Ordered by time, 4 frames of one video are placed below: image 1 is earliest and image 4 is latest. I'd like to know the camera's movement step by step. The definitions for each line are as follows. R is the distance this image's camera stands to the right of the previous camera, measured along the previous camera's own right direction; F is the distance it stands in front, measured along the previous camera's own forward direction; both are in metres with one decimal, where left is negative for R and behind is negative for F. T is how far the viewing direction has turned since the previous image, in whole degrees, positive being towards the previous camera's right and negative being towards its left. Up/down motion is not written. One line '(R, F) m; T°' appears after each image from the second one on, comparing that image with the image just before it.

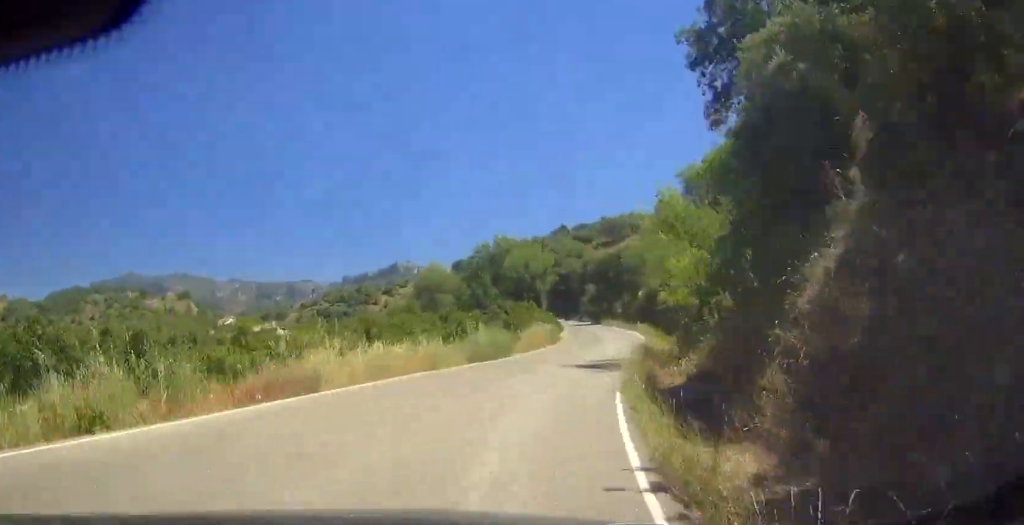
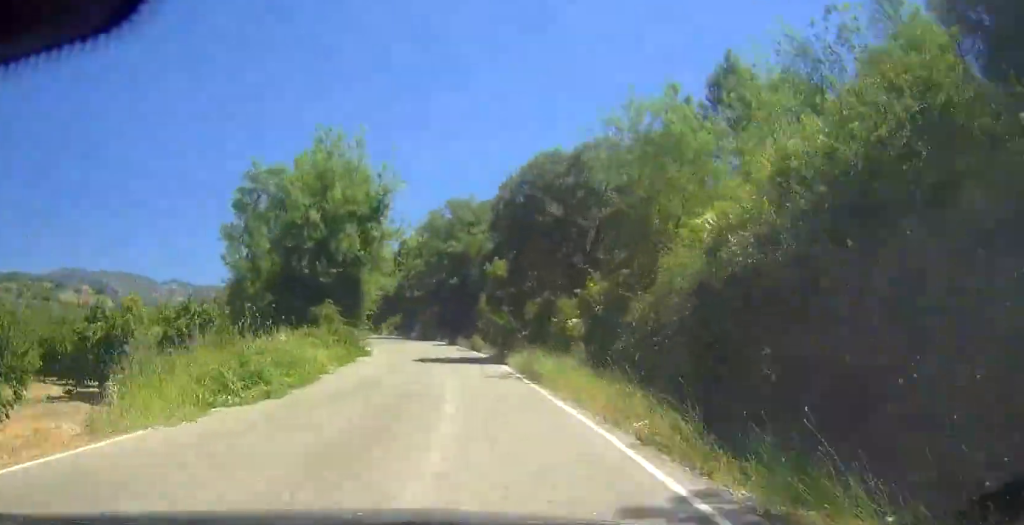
(+0.5, +61.1) m; -1°
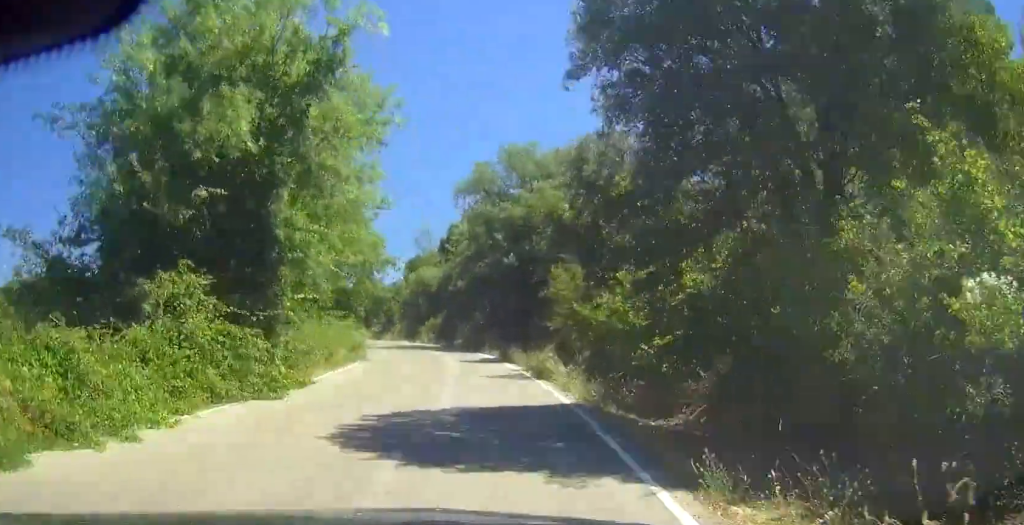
(+1.1, +21.8) m; -2°
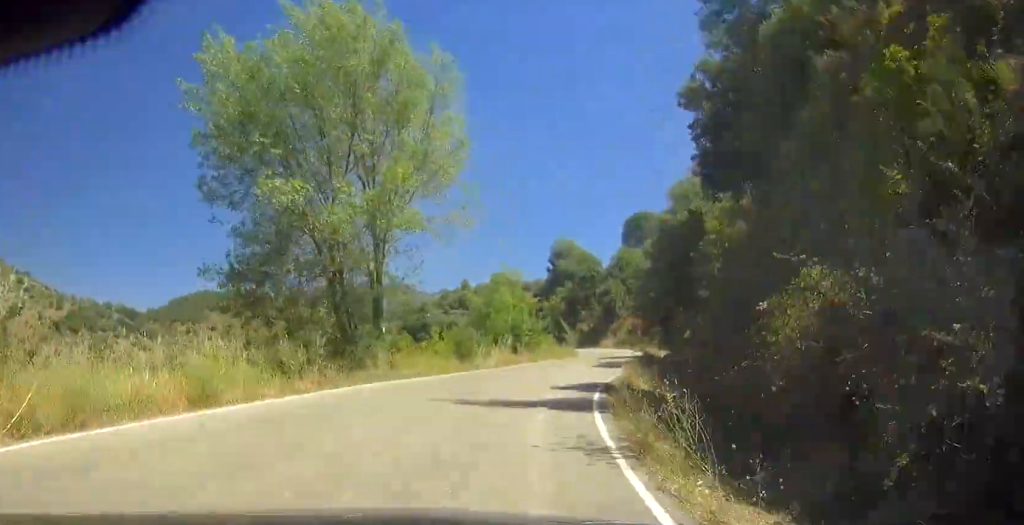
(-5.4, +73.2) m; -4°
